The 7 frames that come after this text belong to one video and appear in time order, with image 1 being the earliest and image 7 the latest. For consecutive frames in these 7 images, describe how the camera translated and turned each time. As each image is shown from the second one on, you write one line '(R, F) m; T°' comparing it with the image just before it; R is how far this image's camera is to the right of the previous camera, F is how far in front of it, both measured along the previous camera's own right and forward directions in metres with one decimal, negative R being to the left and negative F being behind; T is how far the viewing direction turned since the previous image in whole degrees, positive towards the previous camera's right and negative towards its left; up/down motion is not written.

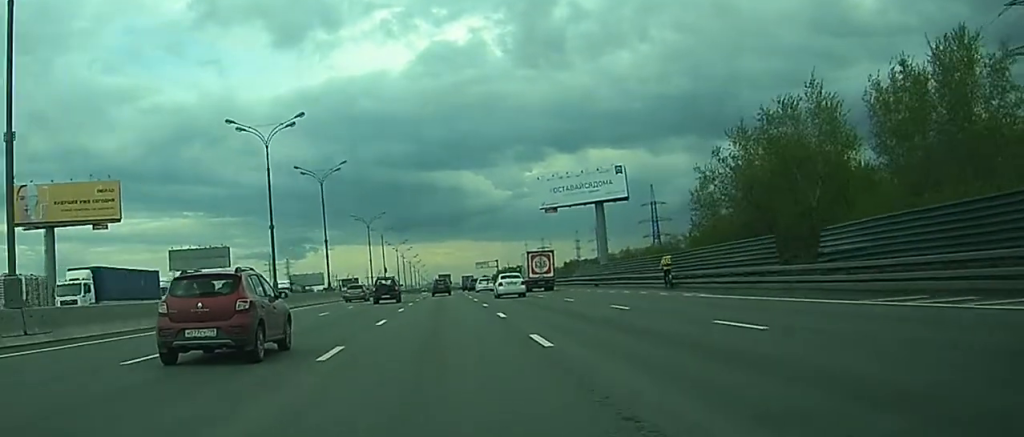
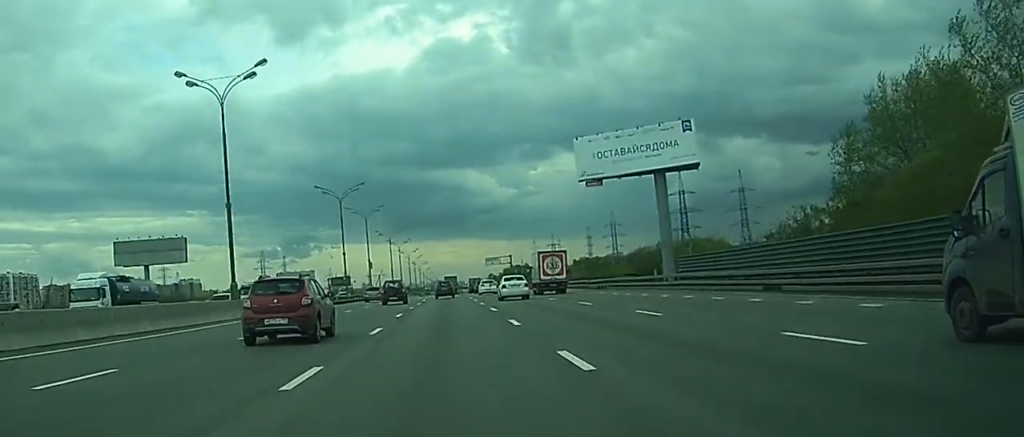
(+0.5, +39.5) m; +1°
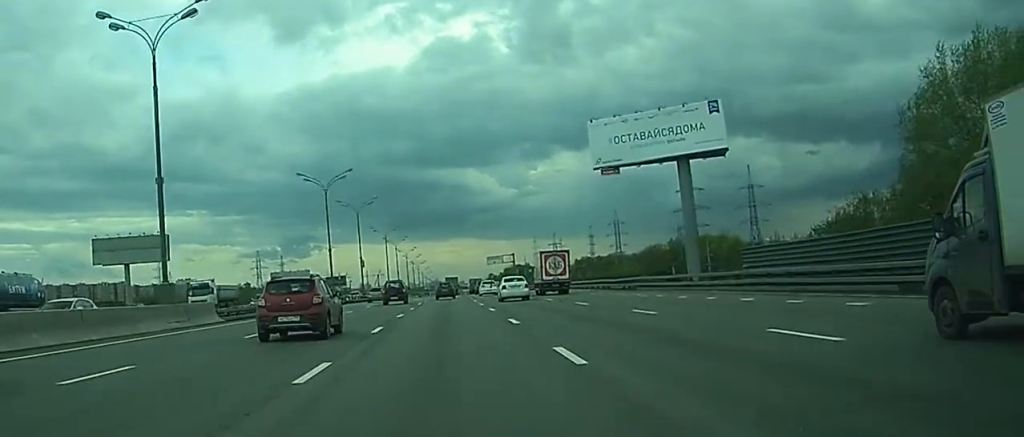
(0.0, +11.3) m; 0°
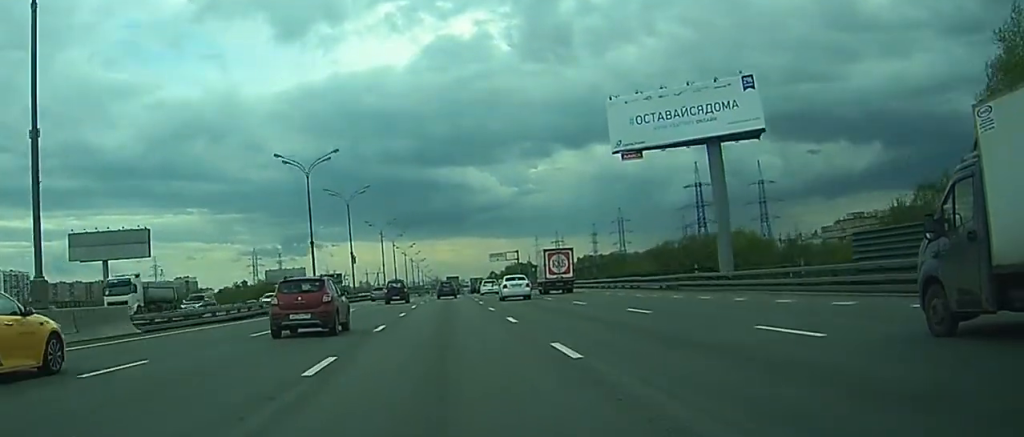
(0.0, +11.3) m; 0°
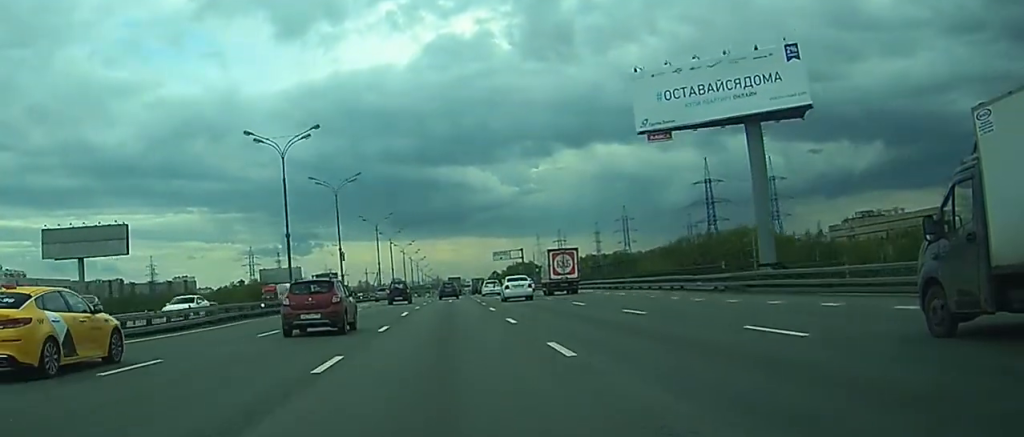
(0.0, +11.4) m; 0°
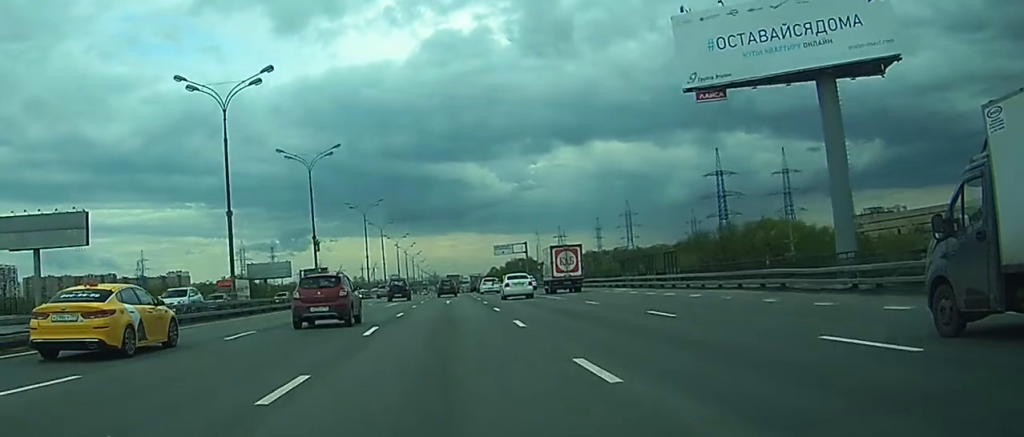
(0.0, +15.9) m; 0°
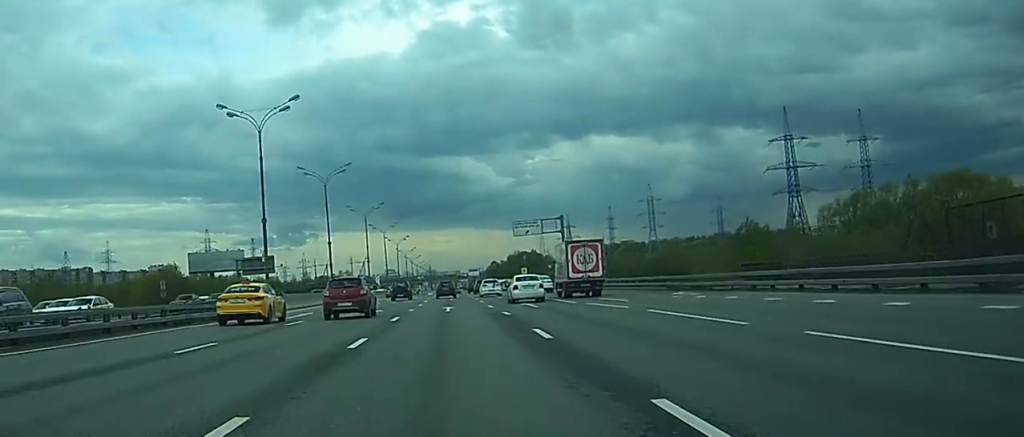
(+0.2, +64.7) m; +1°
